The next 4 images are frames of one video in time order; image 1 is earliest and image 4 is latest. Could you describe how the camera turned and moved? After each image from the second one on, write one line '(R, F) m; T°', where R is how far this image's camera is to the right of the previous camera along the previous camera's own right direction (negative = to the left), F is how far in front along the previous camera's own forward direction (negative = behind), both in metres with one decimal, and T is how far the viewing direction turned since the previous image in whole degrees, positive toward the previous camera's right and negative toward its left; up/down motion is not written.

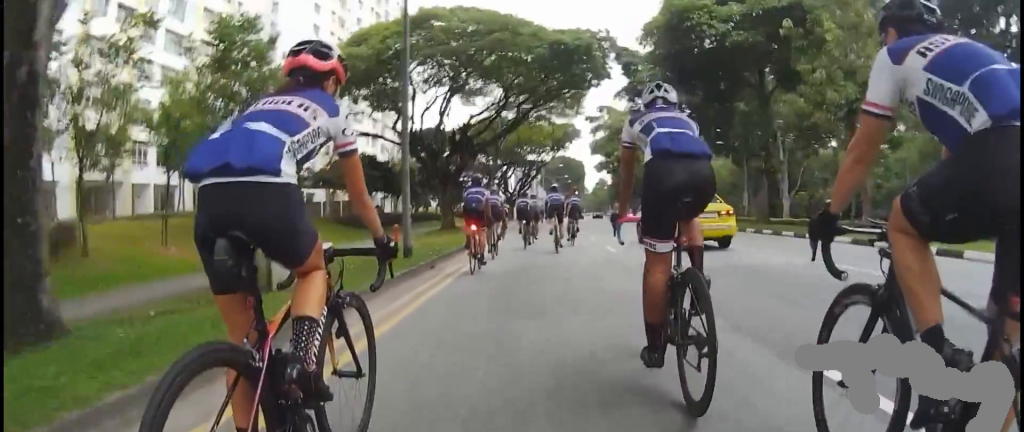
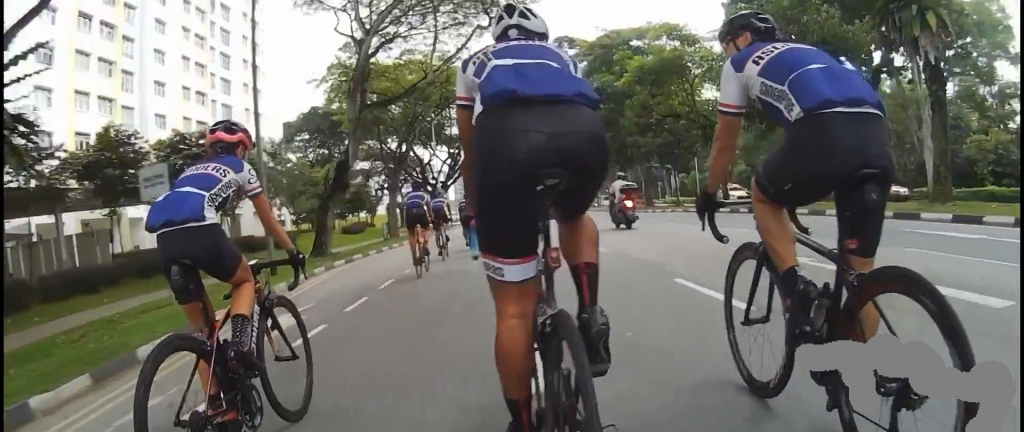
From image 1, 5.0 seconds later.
(+0.3, +31.6) m; +2°
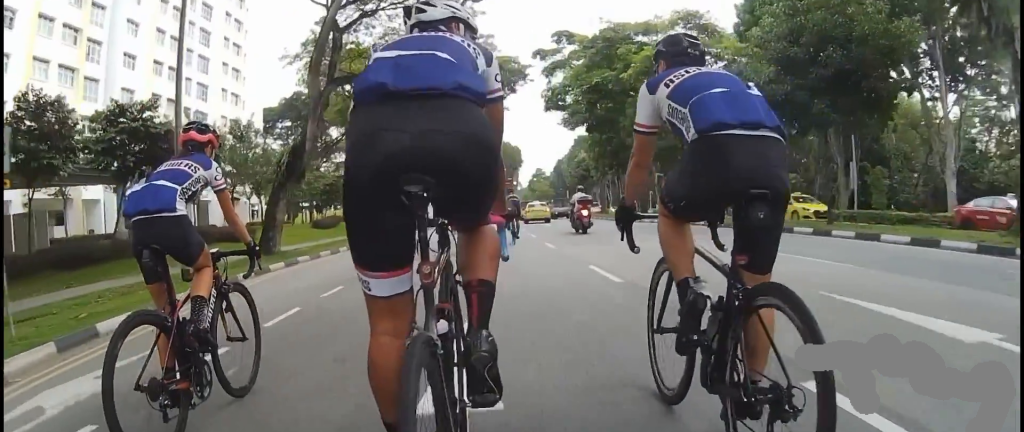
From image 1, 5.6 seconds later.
(+1.1, +3.5) m; 0°
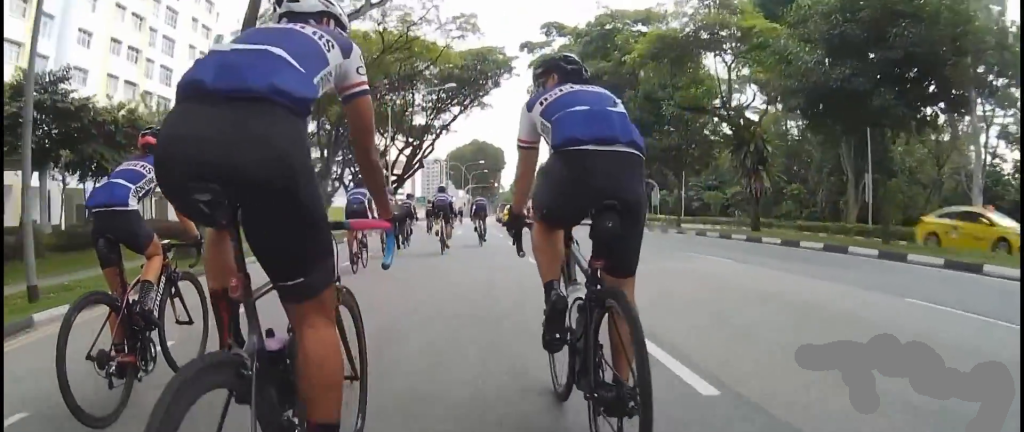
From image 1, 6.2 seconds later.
(0.0, +4.0) m; -3°
